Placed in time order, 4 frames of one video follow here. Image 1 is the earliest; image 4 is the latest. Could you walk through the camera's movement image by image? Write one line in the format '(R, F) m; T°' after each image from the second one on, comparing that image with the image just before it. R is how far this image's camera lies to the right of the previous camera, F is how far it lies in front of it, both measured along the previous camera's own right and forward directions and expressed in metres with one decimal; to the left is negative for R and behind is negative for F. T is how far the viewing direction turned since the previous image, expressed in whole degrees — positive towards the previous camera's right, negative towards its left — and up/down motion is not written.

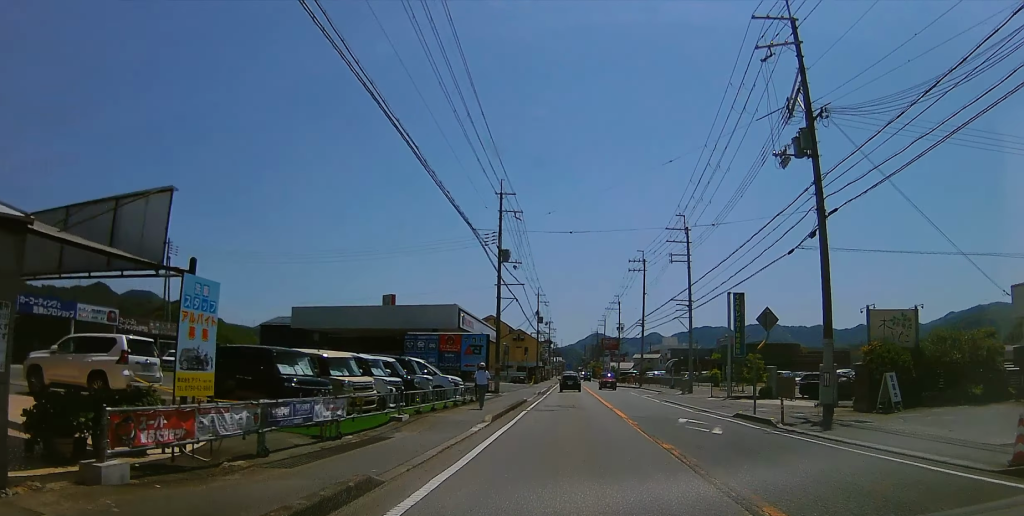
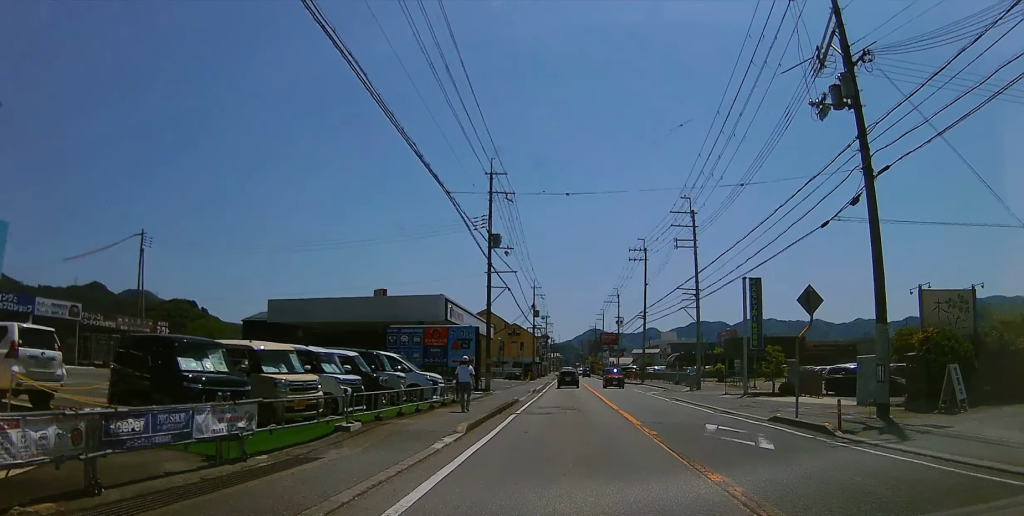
(+0.2, +3.8) m; +2°
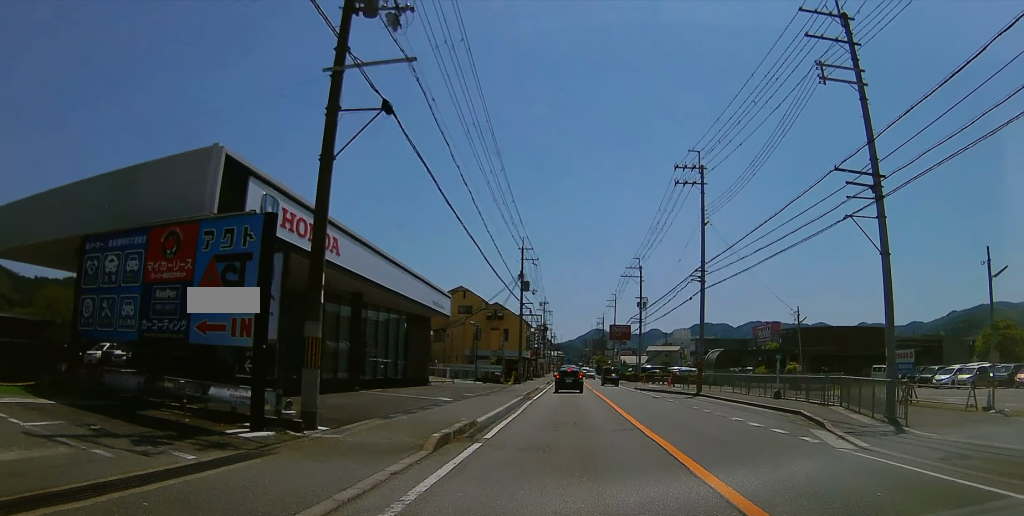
(-1.7, +27.7) m; -1°
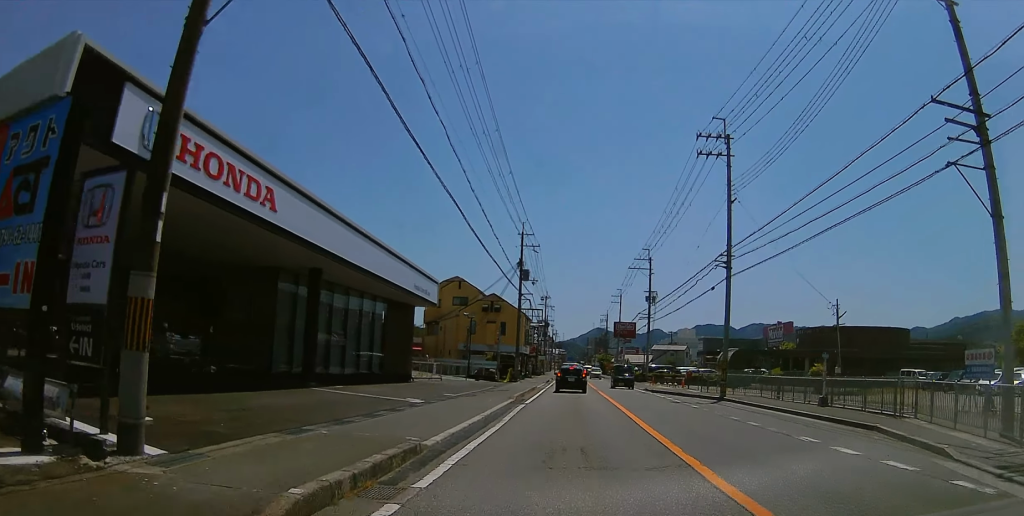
(+0.2, +5.4) m; +3°
